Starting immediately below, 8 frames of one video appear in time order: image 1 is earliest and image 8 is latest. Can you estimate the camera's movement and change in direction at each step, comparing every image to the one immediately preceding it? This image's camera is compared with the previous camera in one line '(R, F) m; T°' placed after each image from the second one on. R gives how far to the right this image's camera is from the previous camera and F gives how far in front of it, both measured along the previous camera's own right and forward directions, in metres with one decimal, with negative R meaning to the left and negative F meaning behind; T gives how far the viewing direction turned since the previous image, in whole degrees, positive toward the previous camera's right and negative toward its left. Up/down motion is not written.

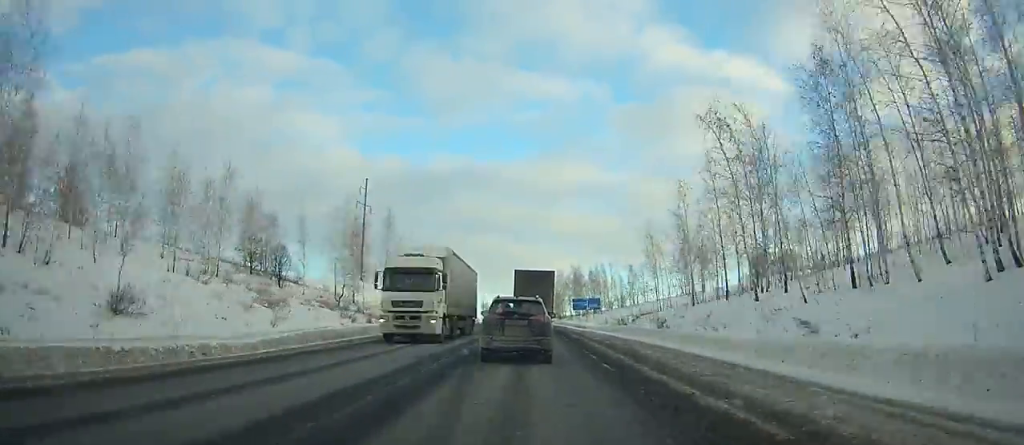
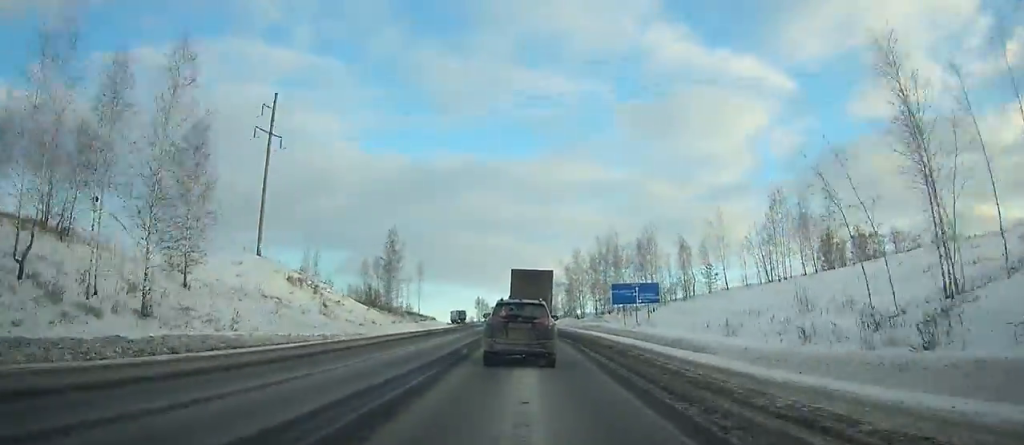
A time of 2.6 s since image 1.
(0.0, +44.3) m; -1°
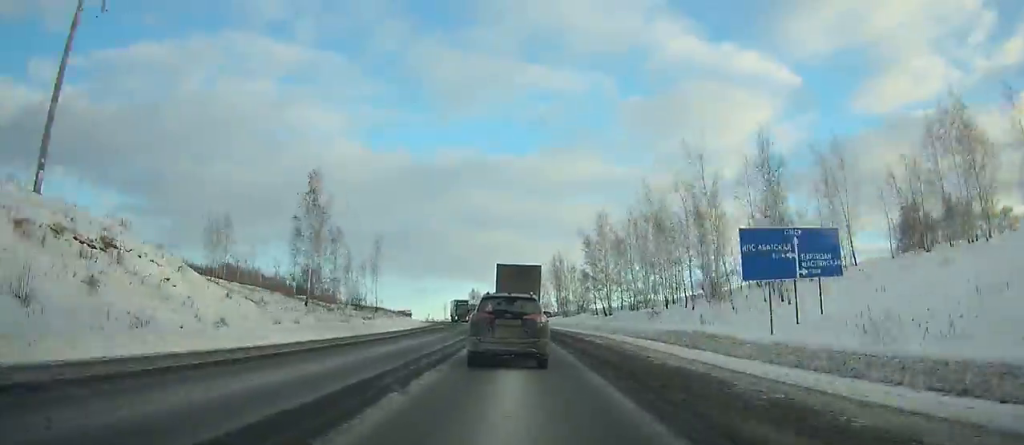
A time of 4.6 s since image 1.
(-0.3, +33.2) m; -1°
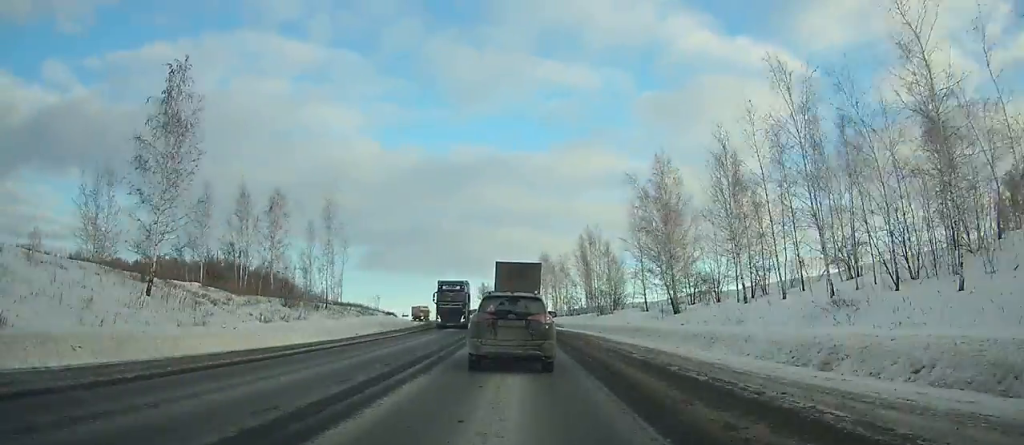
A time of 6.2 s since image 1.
(-0.2, +26.1) m; -1°
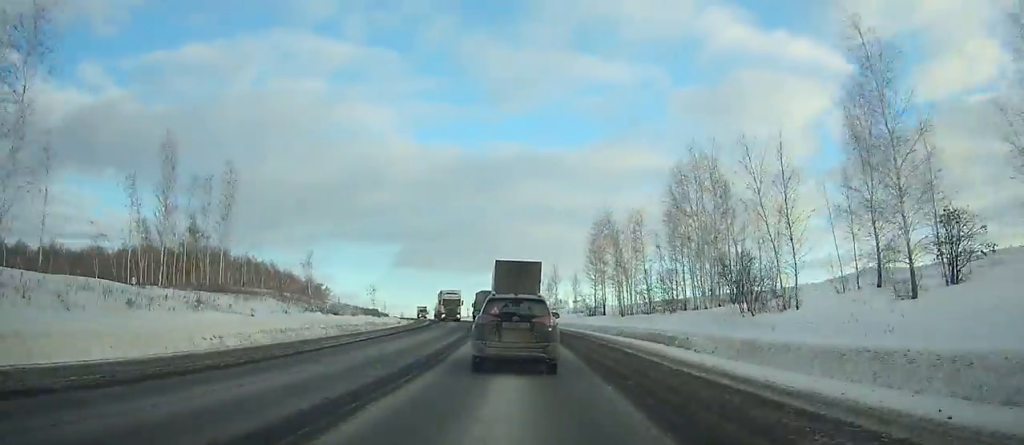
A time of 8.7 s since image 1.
(-0.6, +40.0) m; -3°
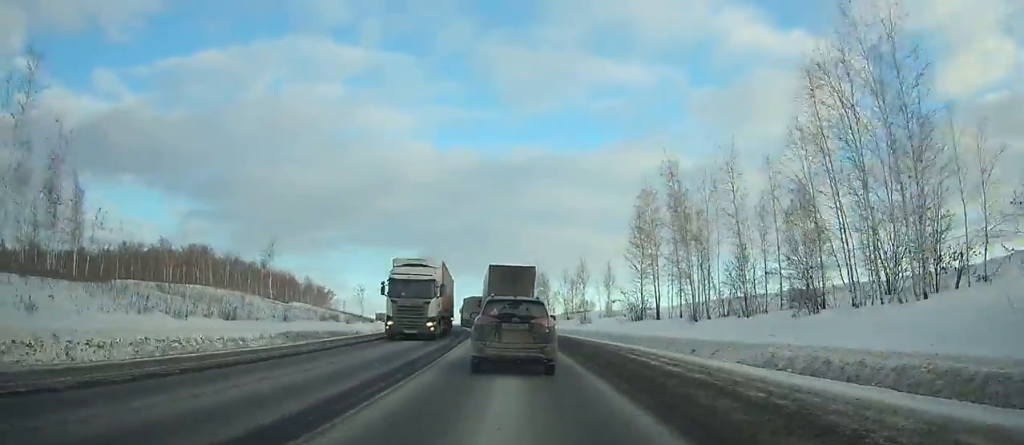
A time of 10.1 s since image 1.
(-0.8, +21.9) m; -2°
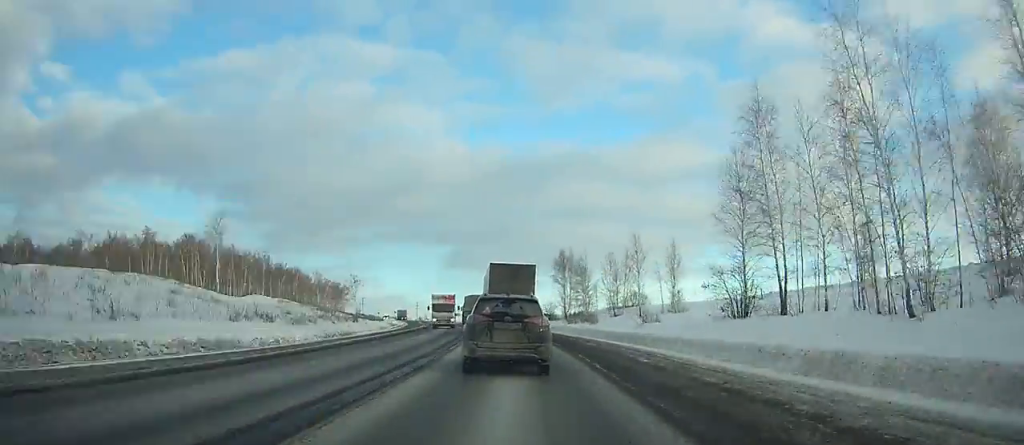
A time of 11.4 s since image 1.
(+0.1, +20.3) m; -2°
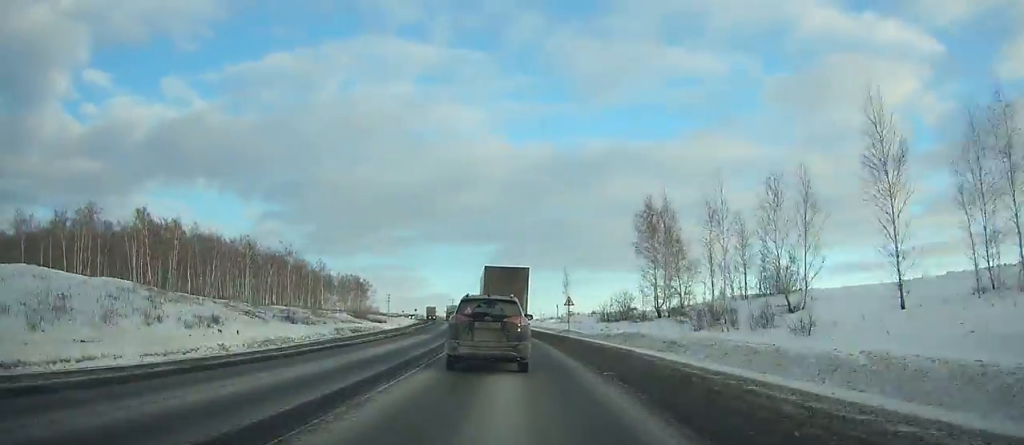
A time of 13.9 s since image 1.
(-1.8, +38.4) m; -4°
